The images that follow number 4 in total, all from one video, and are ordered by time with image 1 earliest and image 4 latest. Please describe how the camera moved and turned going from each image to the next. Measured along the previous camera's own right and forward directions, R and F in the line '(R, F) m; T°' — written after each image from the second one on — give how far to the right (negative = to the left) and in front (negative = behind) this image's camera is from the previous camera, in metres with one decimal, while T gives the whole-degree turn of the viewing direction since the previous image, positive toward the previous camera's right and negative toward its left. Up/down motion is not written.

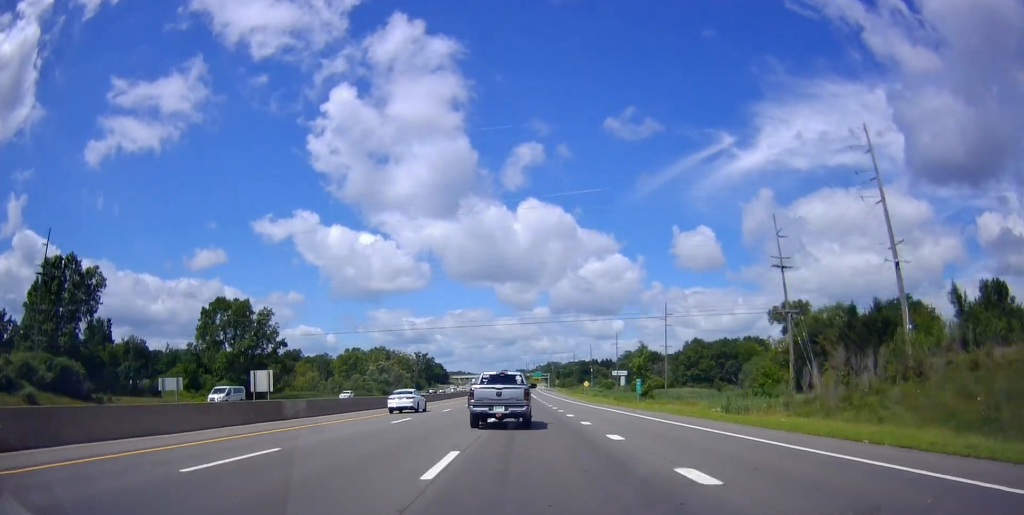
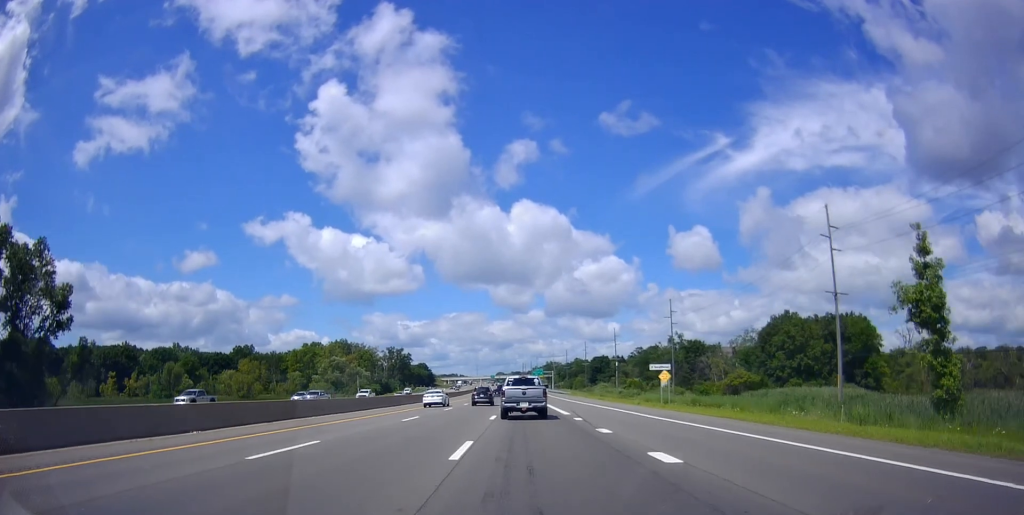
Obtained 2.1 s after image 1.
(-0.3, +73.0) m; -1°
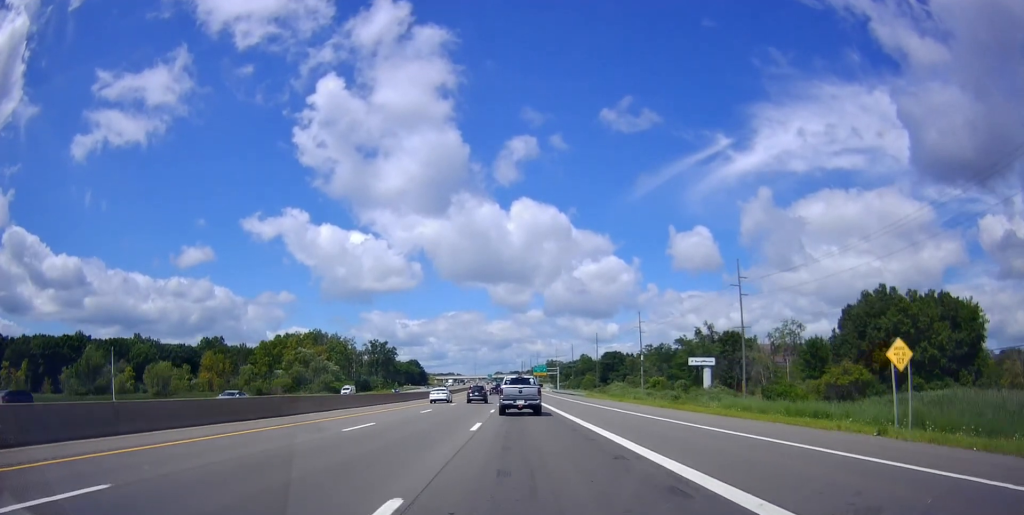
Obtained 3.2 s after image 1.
(-0.3, +38.1) m; 0°
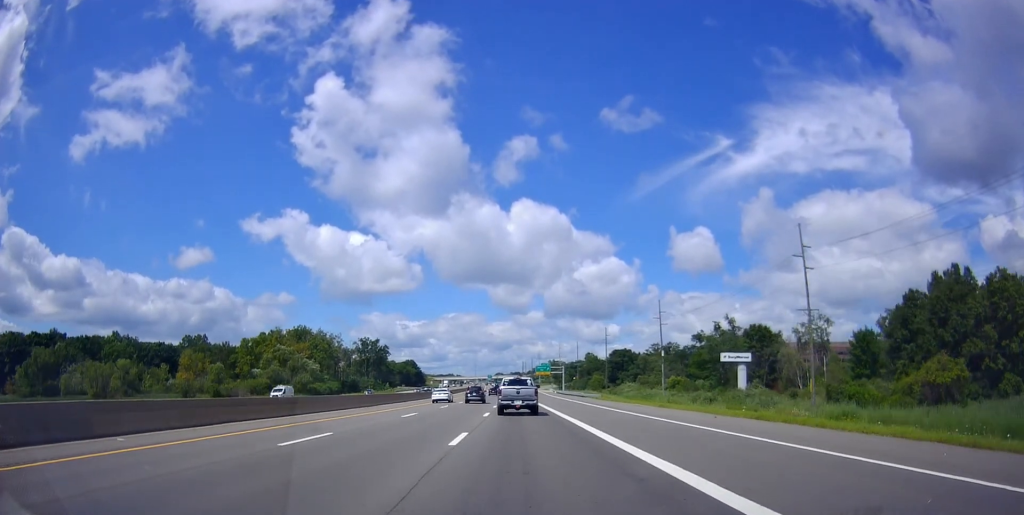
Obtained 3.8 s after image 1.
(+0.2, +19.7) m; +1°
